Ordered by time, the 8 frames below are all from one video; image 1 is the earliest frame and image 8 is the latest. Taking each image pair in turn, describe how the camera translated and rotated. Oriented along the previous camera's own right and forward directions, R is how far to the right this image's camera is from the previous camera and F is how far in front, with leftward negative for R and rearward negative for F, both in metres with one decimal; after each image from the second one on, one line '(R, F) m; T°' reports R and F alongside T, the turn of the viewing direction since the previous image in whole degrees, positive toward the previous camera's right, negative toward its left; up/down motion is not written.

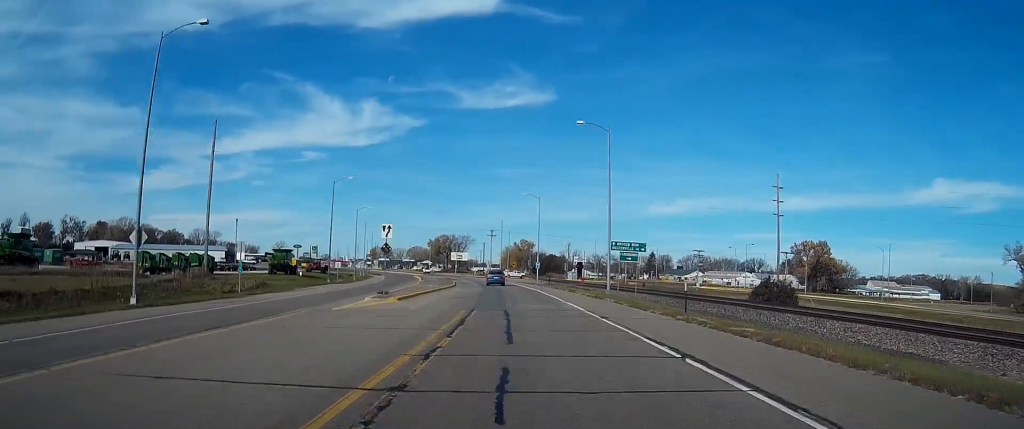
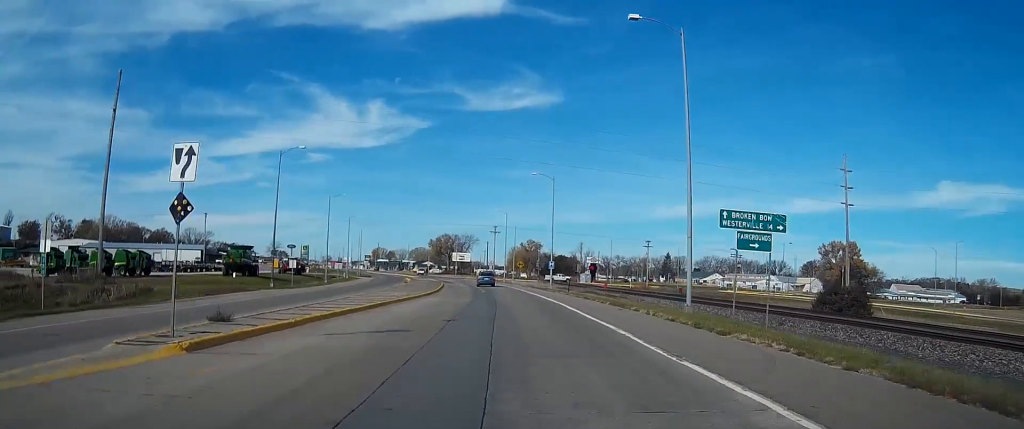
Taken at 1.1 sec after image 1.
(-0.1, +23.4) m; -1°
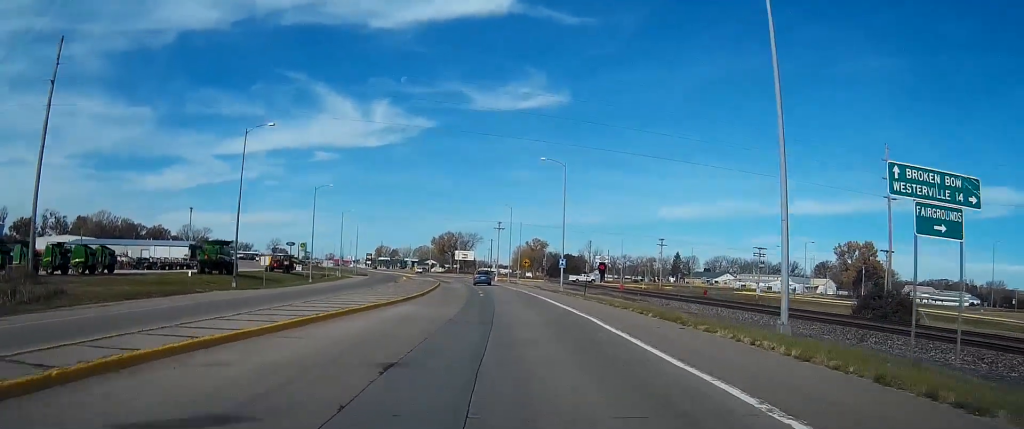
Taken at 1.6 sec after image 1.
(0.0, +10.5) m; 0°
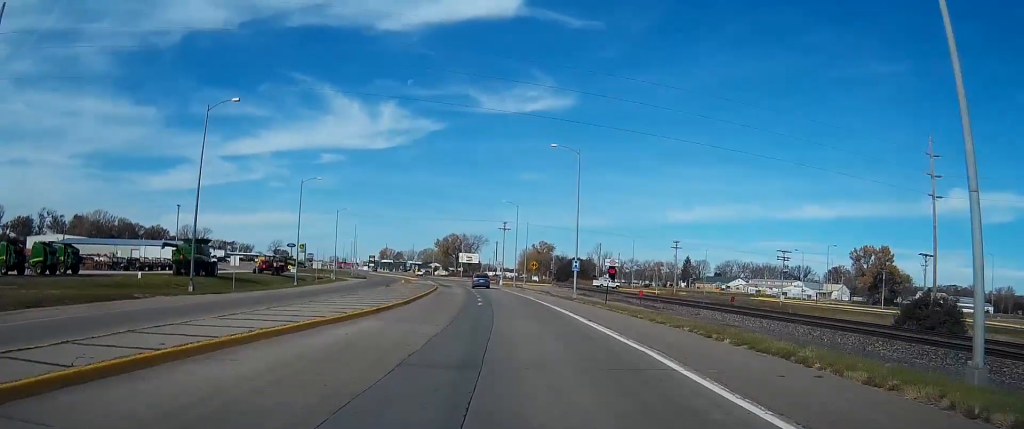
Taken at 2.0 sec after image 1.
(-0.1, +9.0) m; 0°
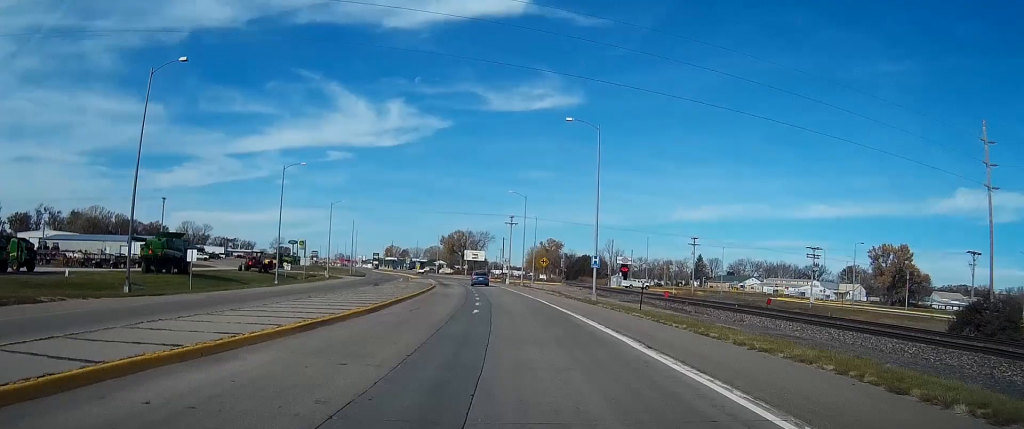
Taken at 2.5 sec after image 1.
(0.0, +9.7) m; 0°
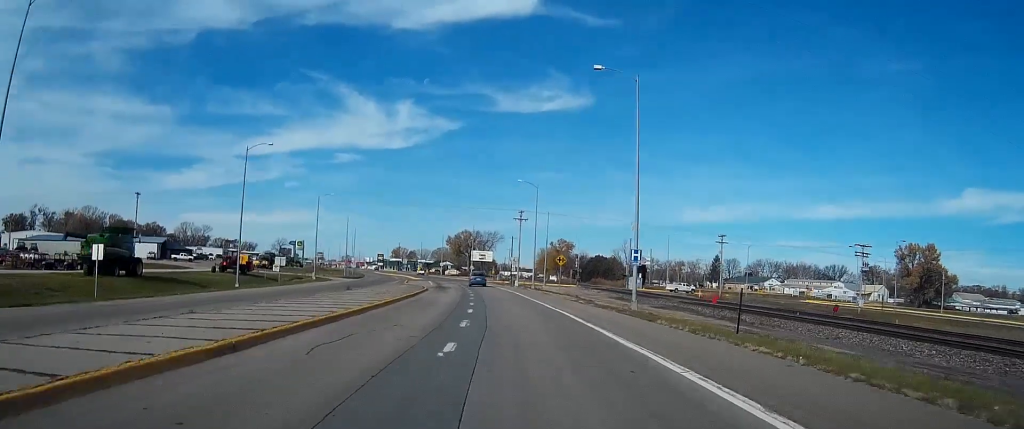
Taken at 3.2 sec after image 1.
(-0.1, +13.8) m; -1°
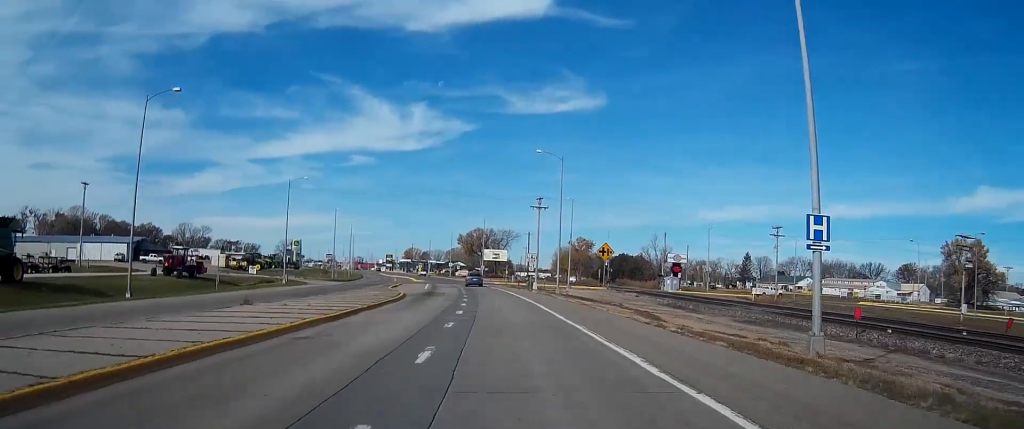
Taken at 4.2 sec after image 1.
(-0.2, +21.9) m; -1°
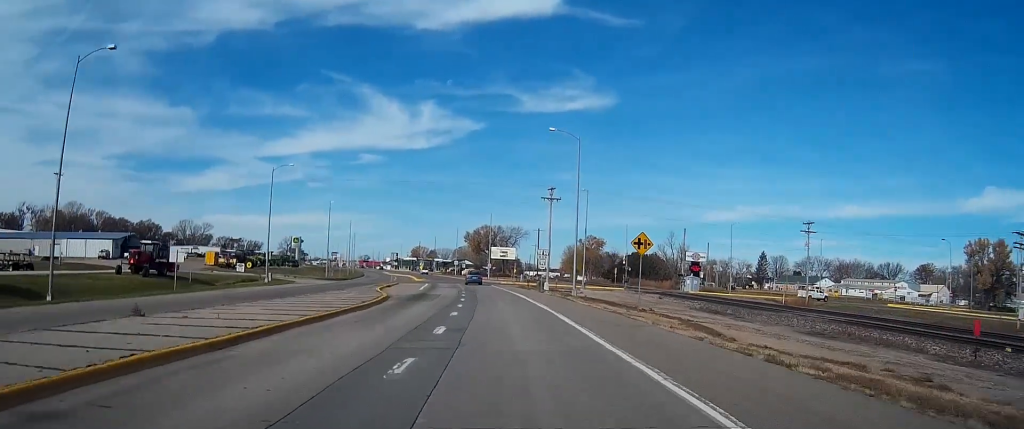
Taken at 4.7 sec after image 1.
(0.0, +9.6) m; -1°
